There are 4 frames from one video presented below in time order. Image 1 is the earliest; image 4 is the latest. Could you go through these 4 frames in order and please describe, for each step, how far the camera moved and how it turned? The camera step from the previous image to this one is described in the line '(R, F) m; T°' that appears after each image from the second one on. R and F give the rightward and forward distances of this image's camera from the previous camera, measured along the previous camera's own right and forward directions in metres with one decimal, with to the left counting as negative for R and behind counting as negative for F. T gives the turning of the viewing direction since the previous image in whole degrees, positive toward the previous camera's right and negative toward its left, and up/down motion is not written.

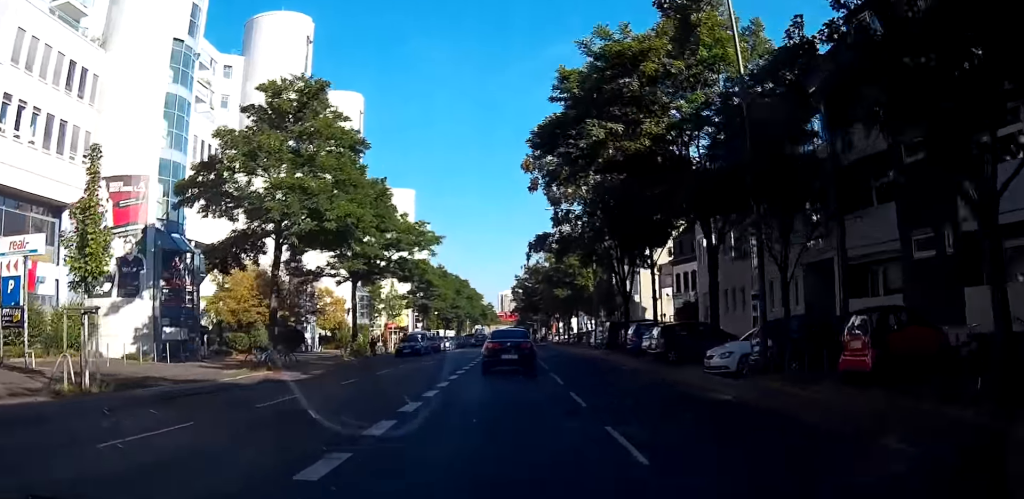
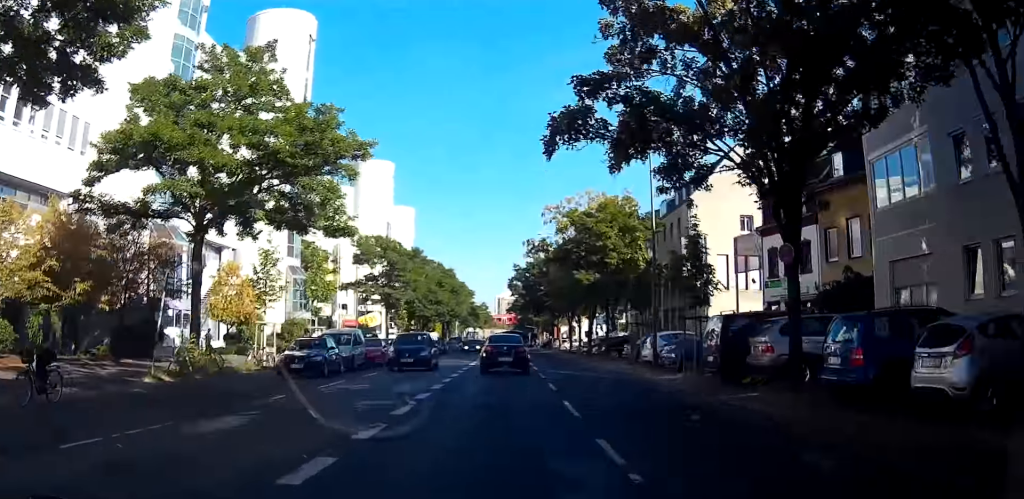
(+0.8, +25.5) m; +1°
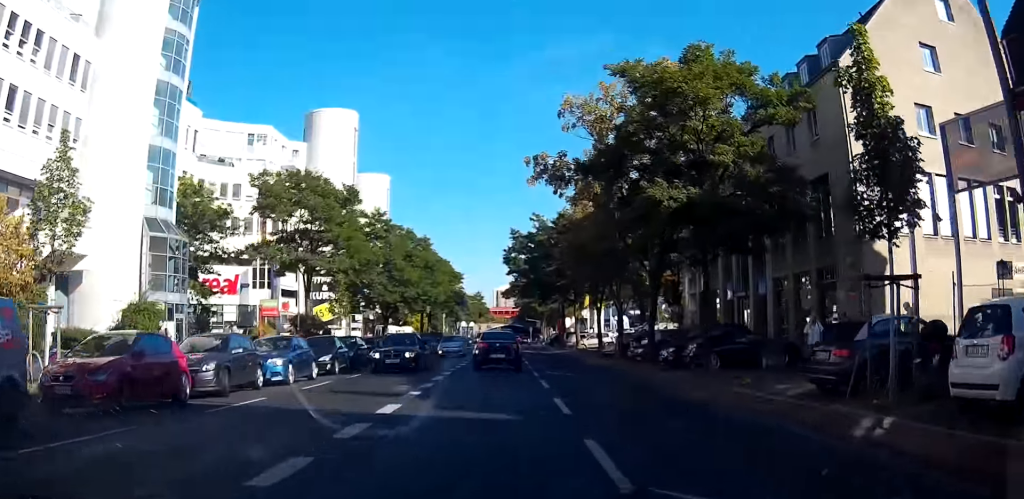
(-1.3, +24.2) m; -5°
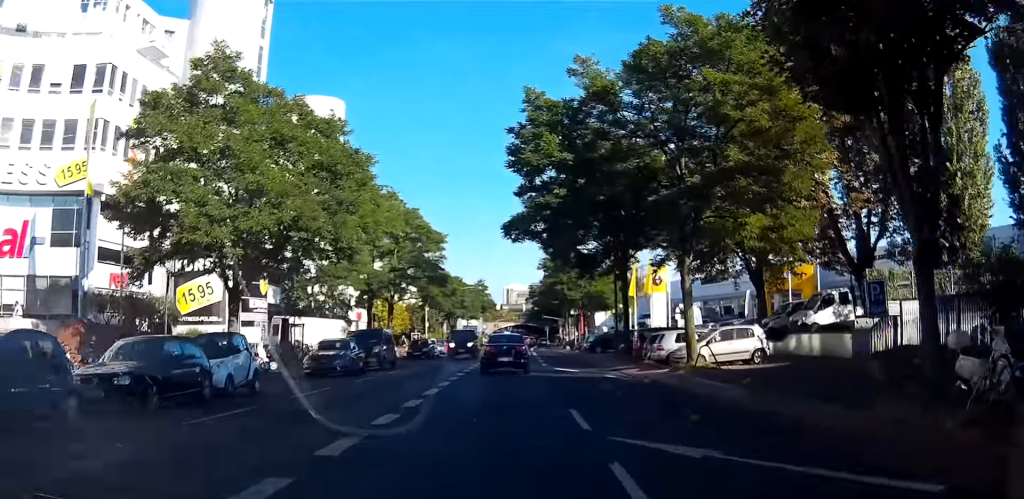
(+0.3, +36.6) m; 0°
